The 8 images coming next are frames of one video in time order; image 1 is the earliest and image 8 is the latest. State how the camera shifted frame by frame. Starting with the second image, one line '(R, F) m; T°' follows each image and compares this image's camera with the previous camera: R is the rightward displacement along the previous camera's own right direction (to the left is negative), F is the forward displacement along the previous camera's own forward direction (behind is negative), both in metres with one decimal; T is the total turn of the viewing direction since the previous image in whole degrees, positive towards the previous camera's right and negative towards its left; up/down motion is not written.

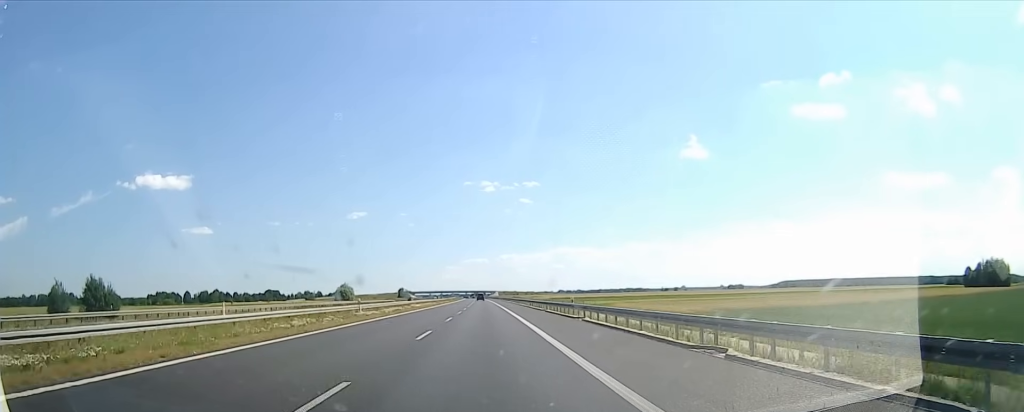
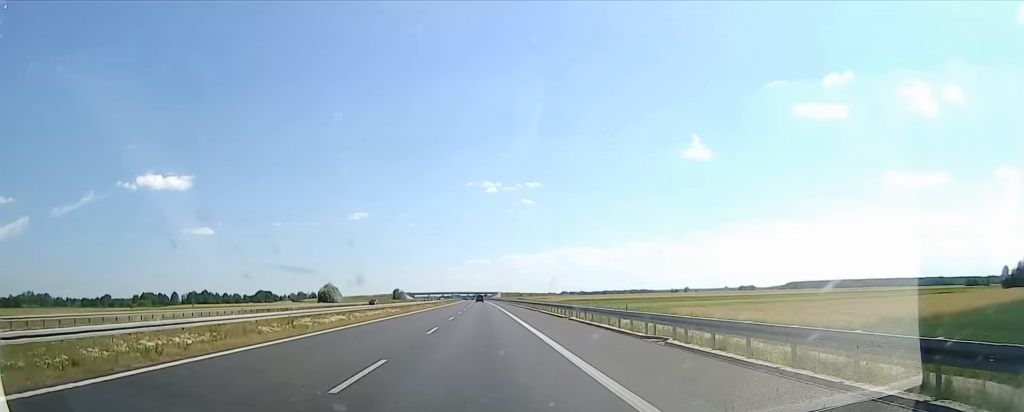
(-0.4, +33.1) m; -1°
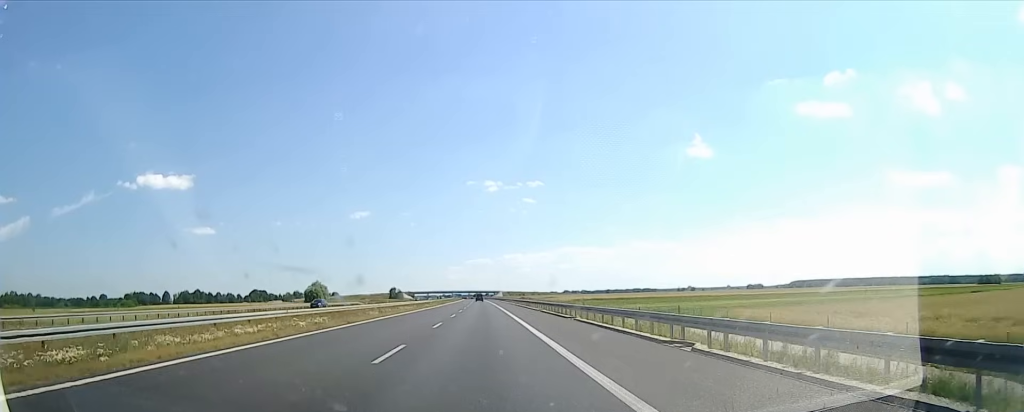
(0.0, +21.0) m; 0°
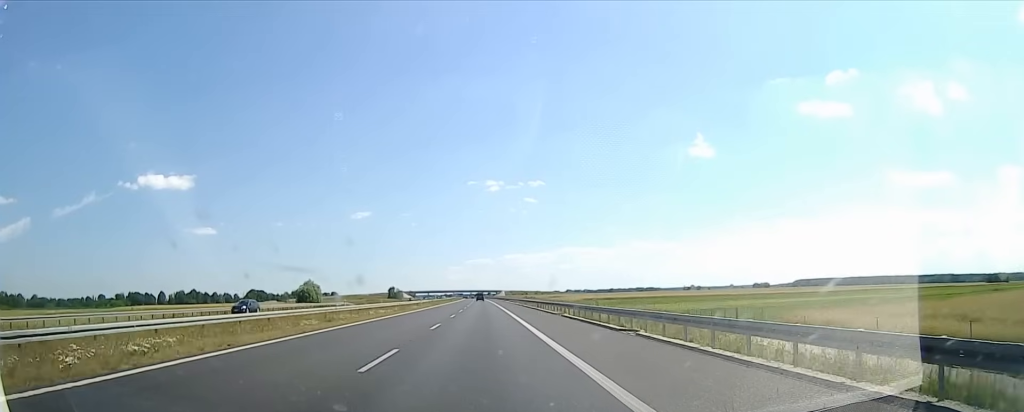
(0.0, +13.3) m; 0°
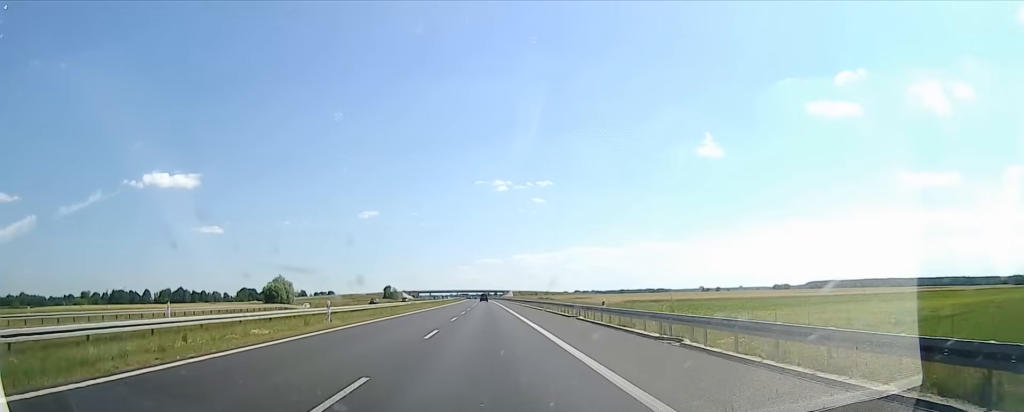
(-0.1, +41.2) m; 0°
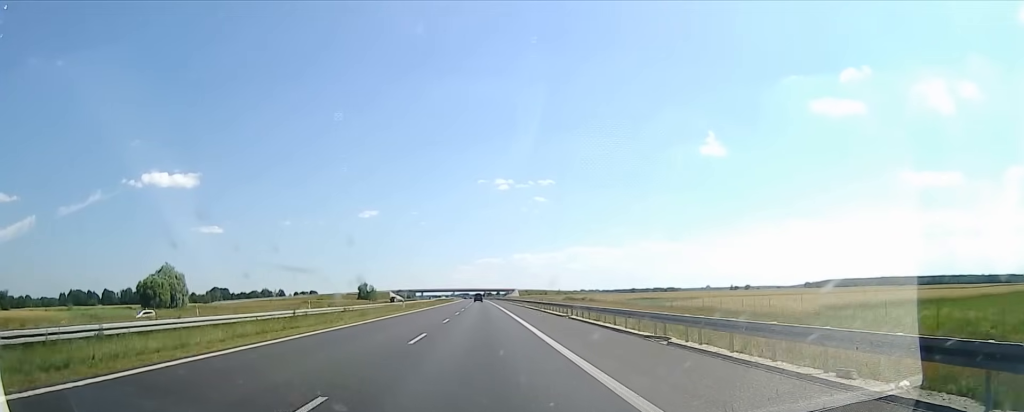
(-0.1, +75.1) m; 0°
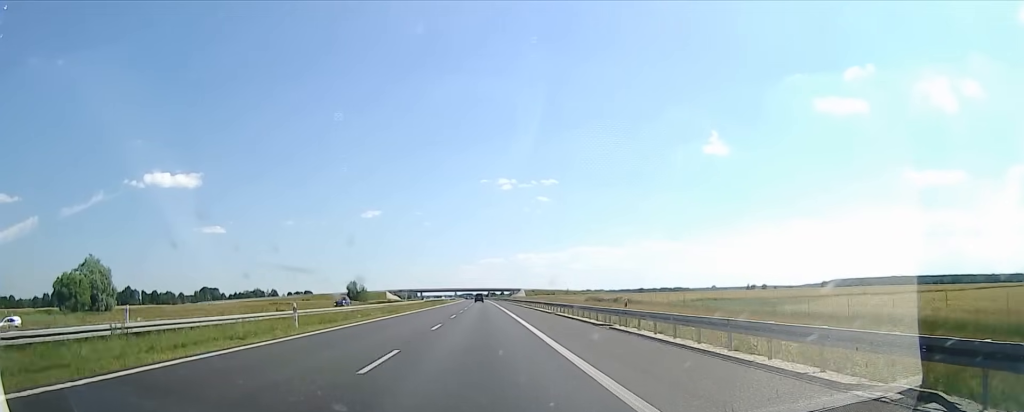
(+0.1, +30.0) m; 0°
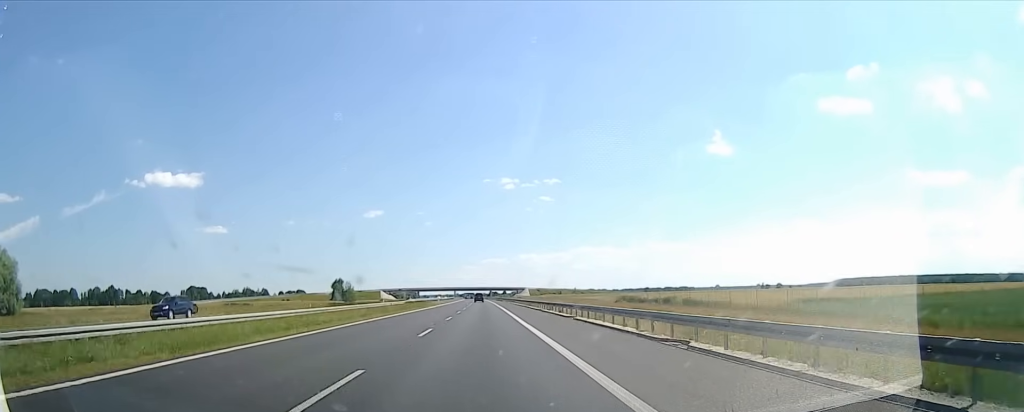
(-0.1, +27.7) m; -1°
